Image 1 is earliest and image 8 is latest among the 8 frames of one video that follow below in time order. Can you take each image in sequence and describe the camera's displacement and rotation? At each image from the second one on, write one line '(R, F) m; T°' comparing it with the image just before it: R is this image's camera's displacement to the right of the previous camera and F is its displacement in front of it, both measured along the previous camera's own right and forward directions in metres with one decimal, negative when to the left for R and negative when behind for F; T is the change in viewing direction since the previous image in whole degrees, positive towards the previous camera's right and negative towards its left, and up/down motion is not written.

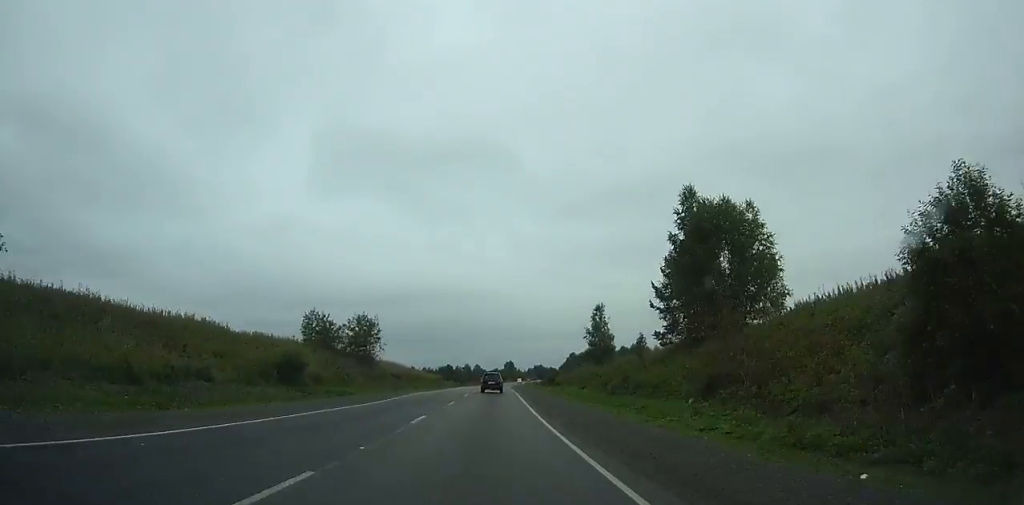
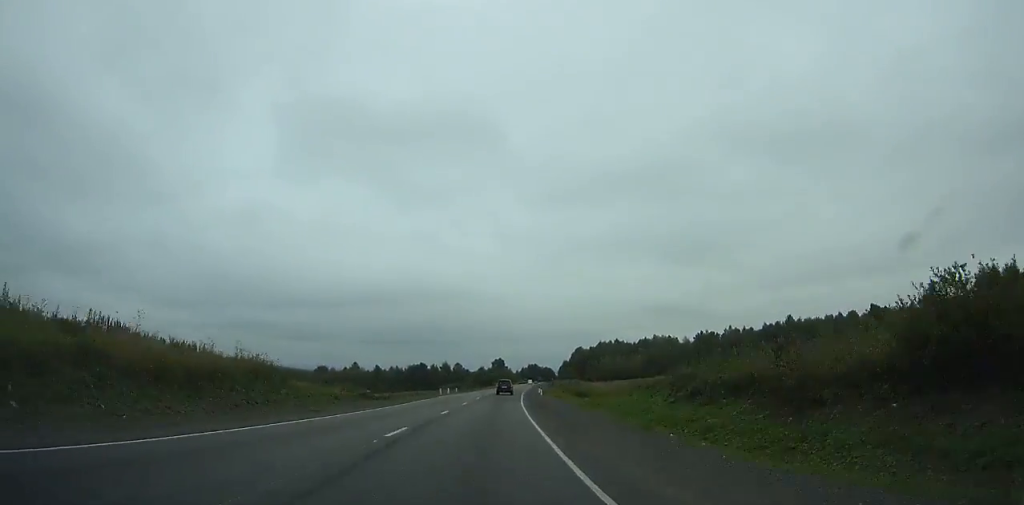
(+0.6, +95.6) m; +1°
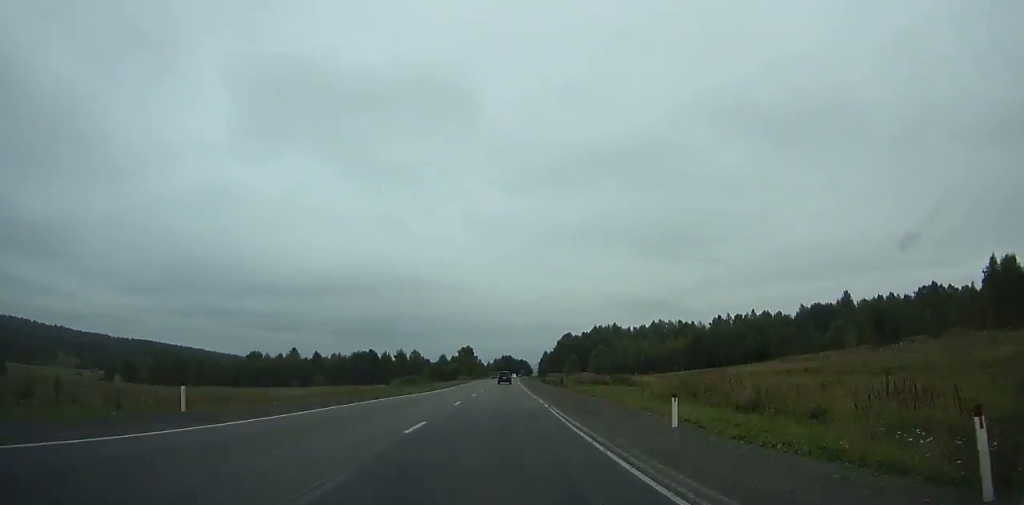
(+0.8, +71.8) m; +2°
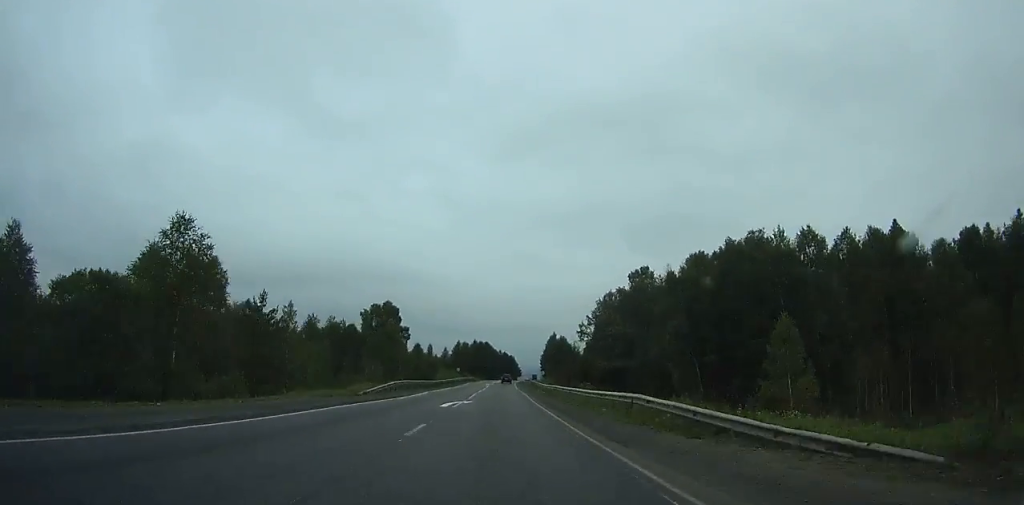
(+6.5, +175.5) m; +3°
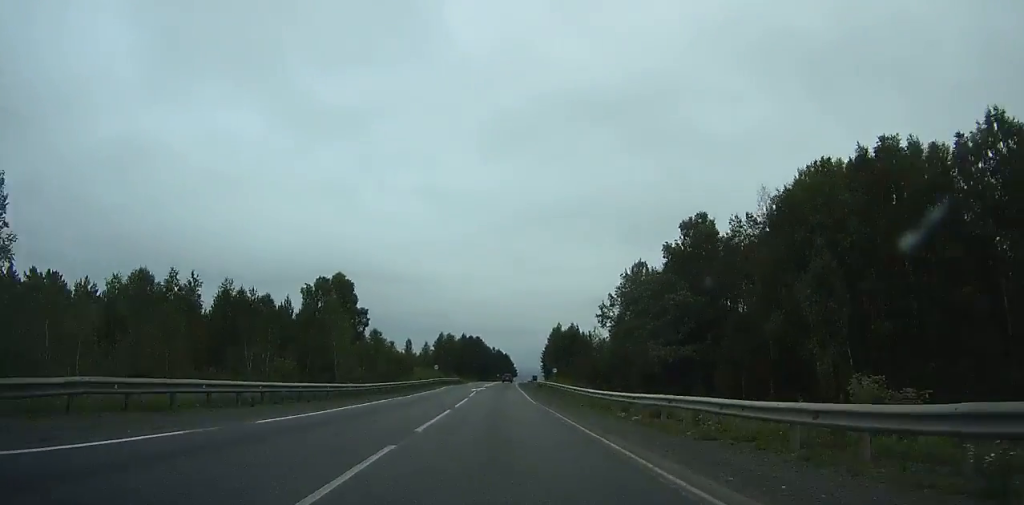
(0.0, +33.8) m; 0°
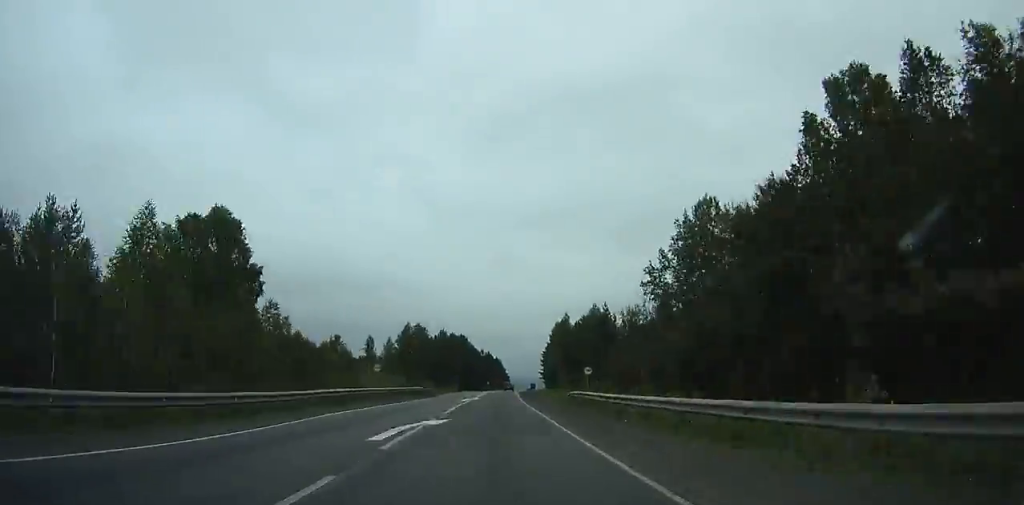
(+0.3, +38.4) m; +1°
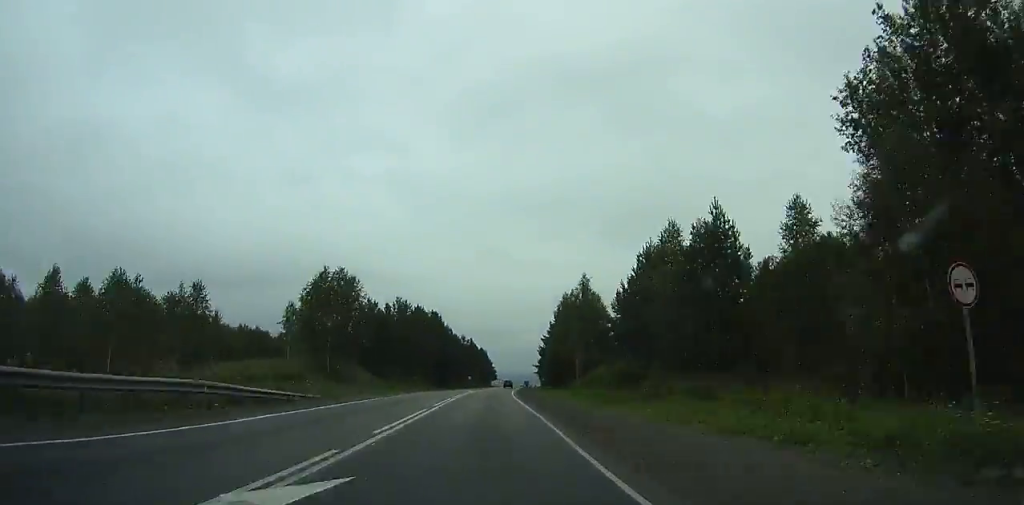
(+0.1, +40.5) m; +1°
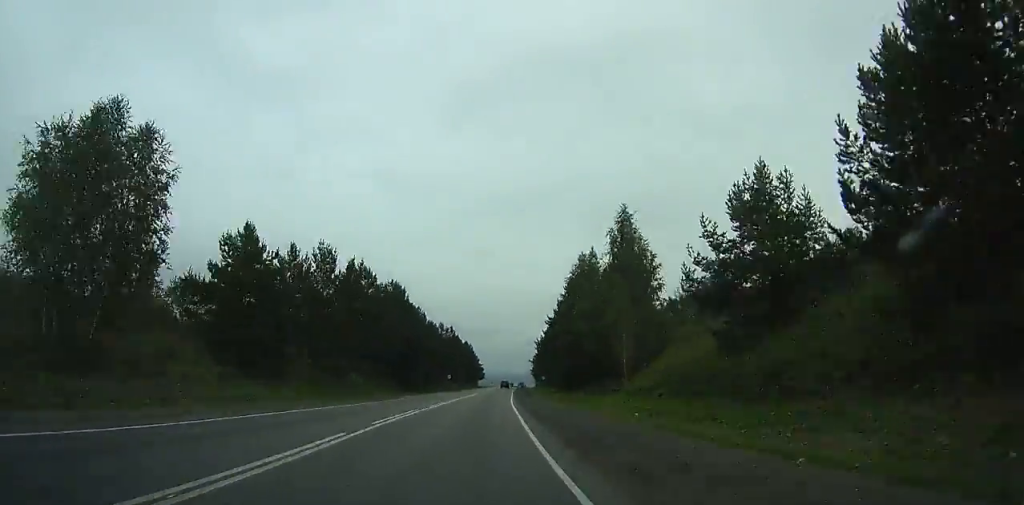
(+0.5, +32.8) m; +1°
